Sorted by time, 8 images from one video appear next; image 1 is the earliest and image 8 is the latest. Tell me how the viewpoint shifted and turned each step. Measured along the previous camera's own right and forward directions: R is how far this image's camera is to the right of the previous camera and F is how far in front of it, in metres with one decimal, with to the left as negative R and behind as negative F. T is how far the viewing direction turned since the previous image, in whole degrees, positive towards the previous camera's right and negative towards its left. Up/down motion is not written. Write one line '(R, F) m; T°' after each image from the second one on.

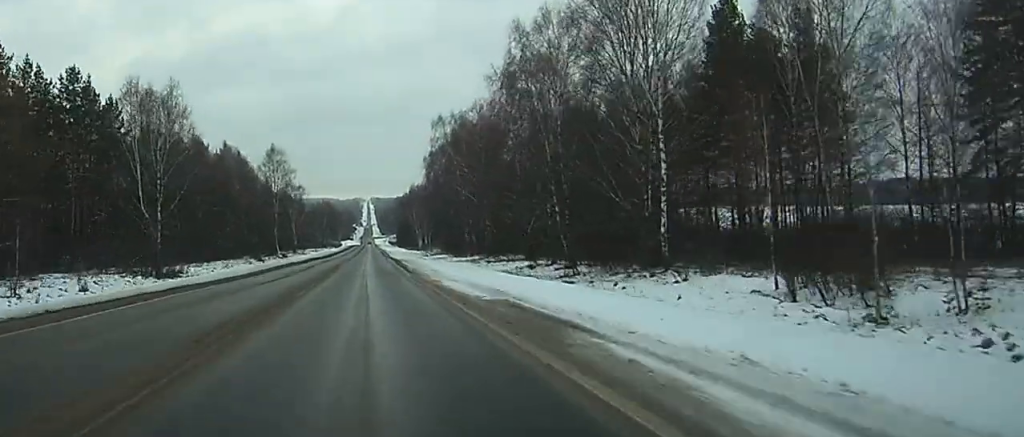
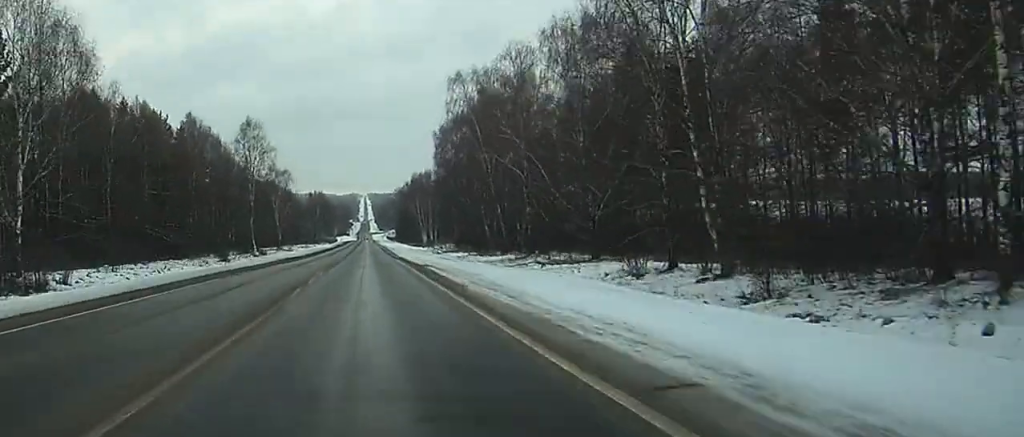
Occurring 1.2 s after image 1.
(0.0, +33.1) m; 0°
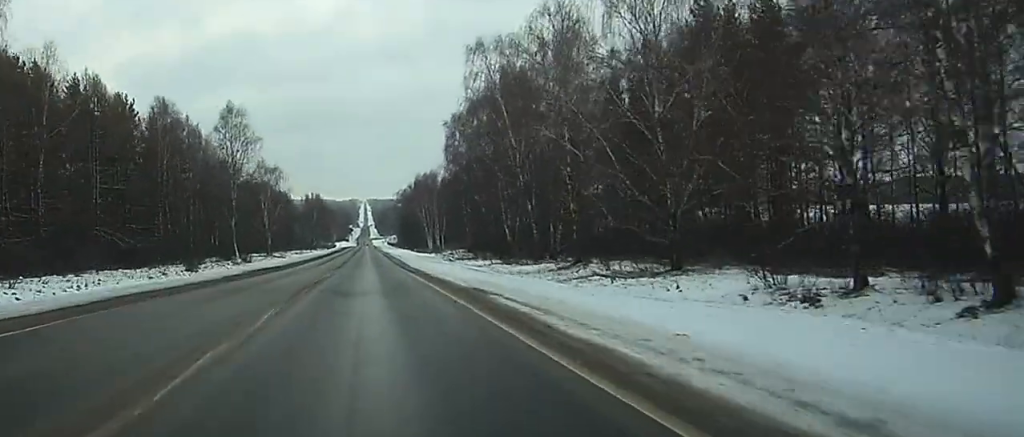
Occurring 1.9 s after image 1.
(+0.1, +20.1) m; 0°
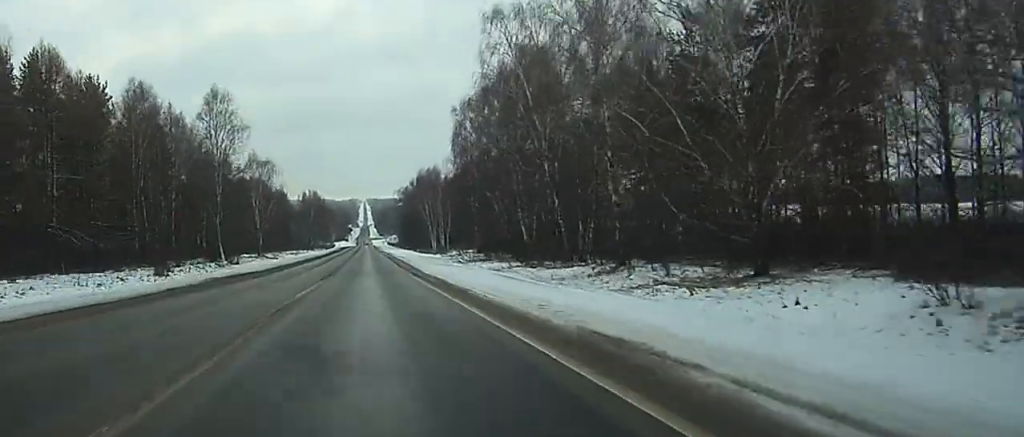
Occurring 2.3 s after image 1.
(0.0, +12.6) m; 0°
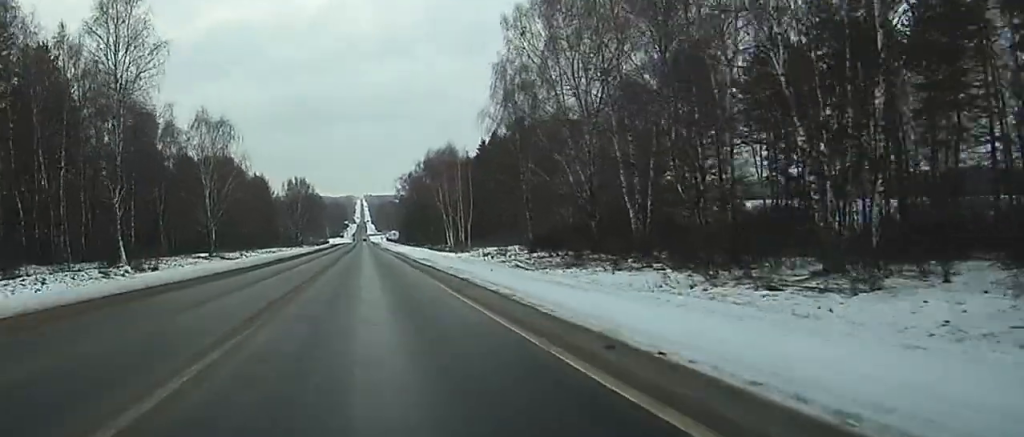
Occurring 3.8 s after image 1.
(-0.1, +45.2) m; 0°
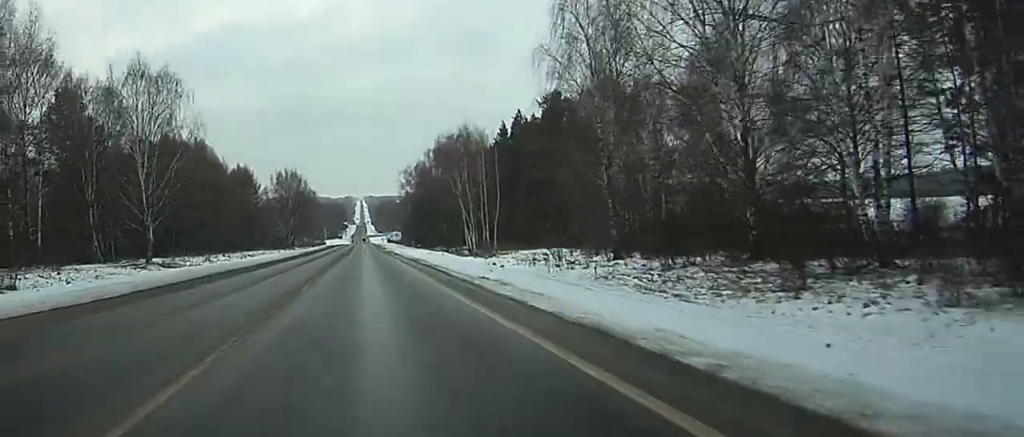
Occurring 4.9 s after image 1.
(+0.1, +31.0) m; 0°
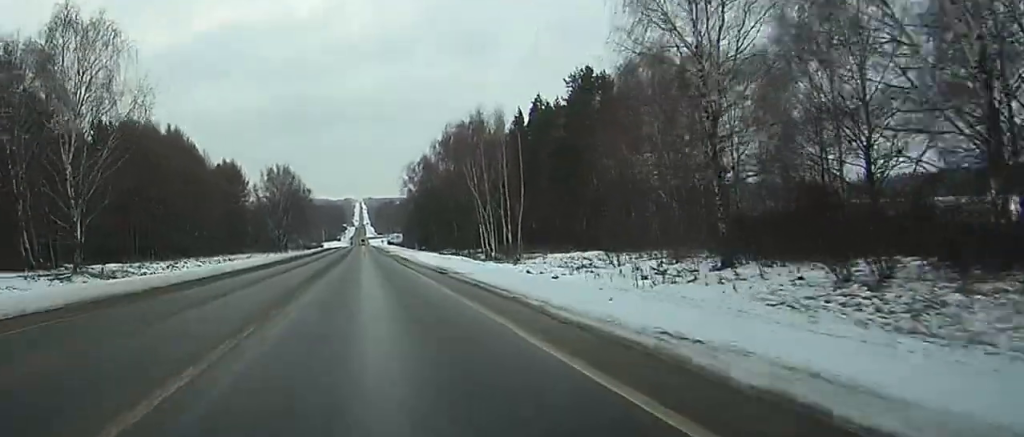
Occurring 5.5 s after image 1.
(0.0, +19.2) m; 0°
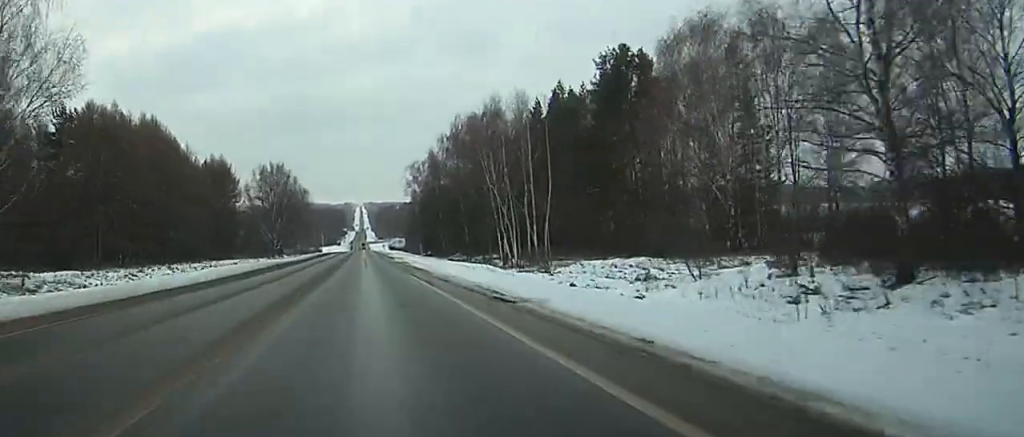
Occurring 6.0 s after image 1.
(0.0, +15.2) m; 0°
